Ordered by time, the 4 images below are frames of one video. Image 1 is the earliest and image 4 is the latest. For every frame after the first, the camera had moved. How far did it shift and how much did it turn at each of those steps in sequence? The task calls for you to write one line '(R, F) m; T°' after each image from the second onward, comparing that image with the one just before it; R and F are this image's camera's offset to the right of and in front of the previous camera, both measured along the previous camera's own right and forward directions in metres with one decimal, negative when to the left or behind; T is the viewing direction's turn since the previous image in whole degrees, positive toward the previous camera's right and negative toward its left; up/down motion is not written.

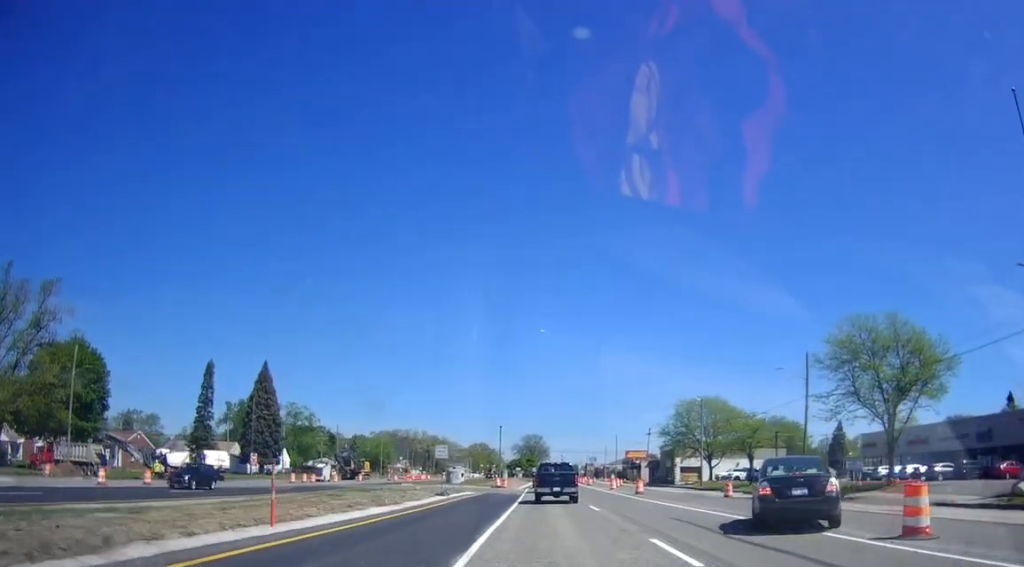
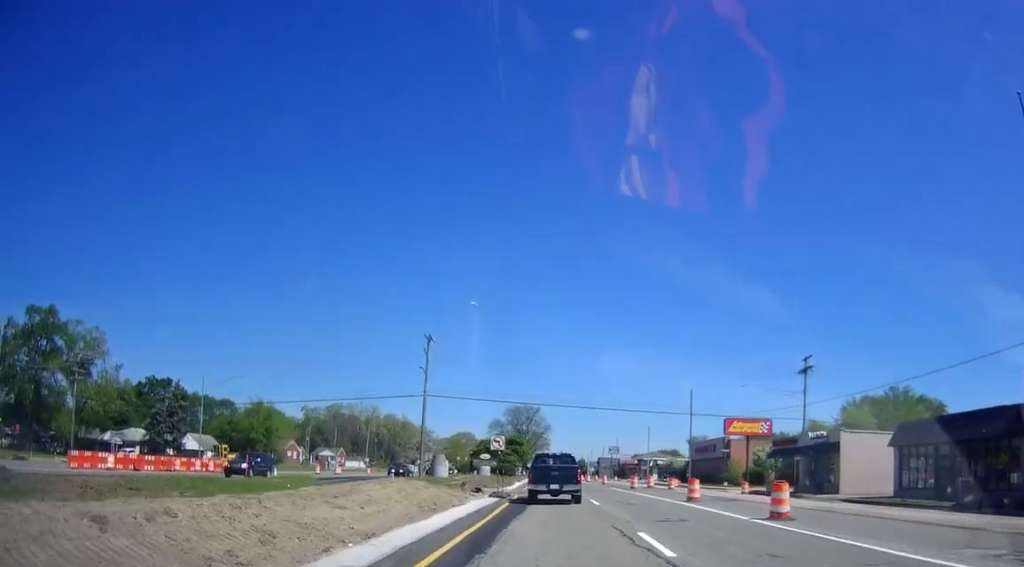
(+0.7, +91.7) m; +1°
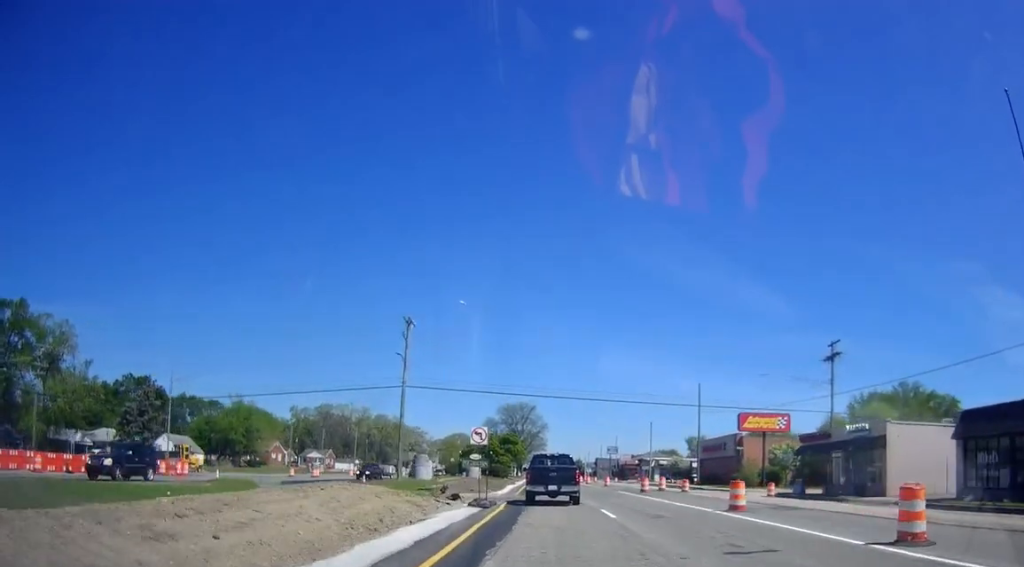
(-0.2, +6.8) m; 0°
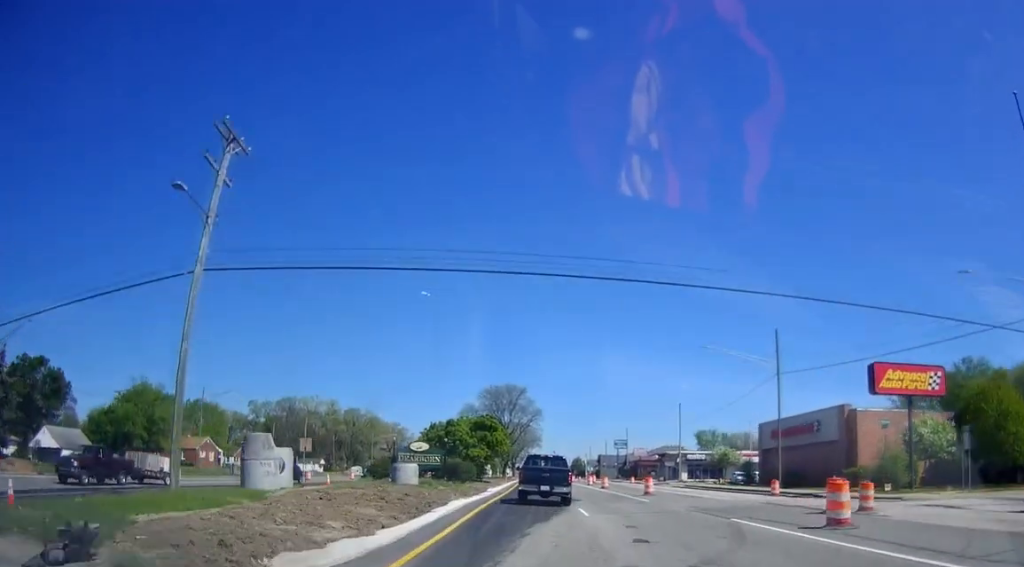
(+0.4, +29.2) m; +1°
